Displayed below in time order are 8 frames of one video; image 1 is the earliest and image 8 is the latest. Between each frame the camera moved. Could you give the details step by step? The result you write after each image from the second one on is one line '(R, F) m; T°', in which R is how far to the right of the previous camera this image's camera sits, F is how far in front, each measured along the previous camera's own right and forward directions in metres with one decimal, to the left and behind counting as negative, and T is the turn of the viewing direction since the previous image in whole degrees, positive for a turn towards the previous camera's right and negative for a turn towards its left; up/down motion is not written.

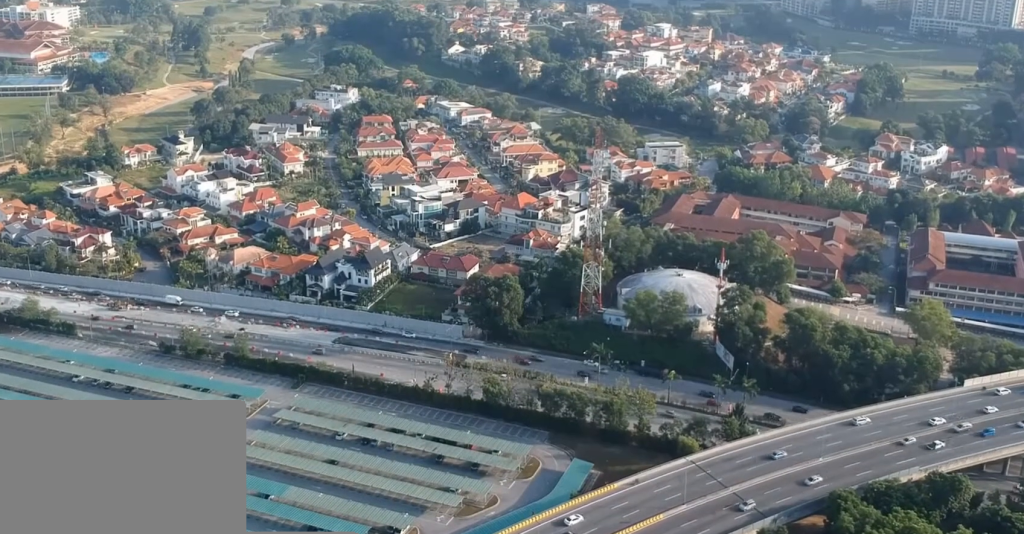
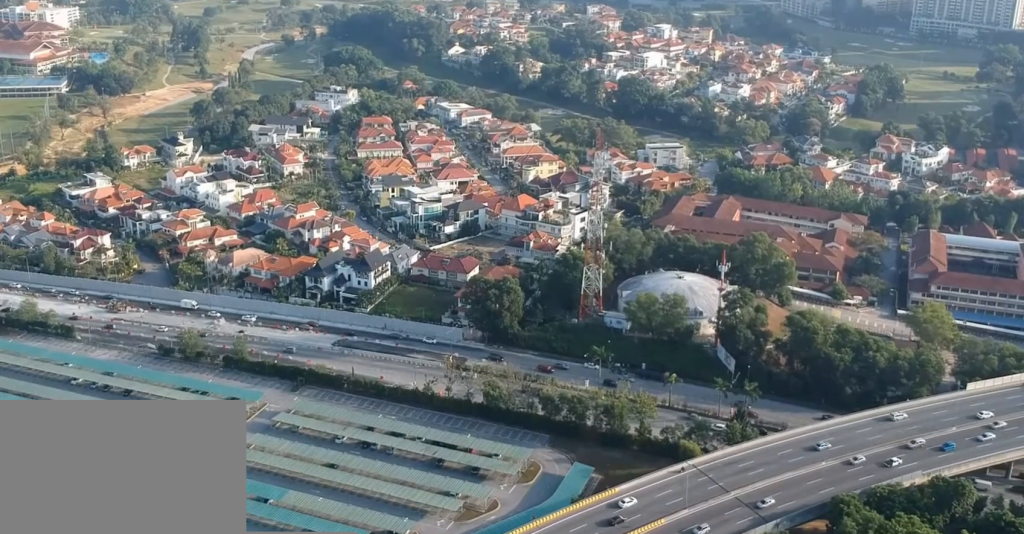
(0.0, +1.5) m; +1°
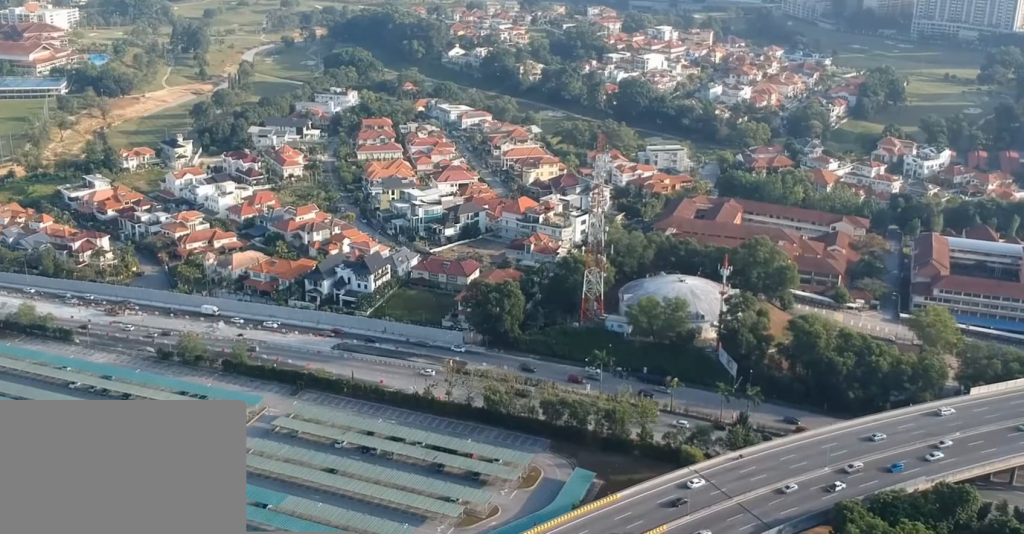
(0.0, +1.9) m; +1°
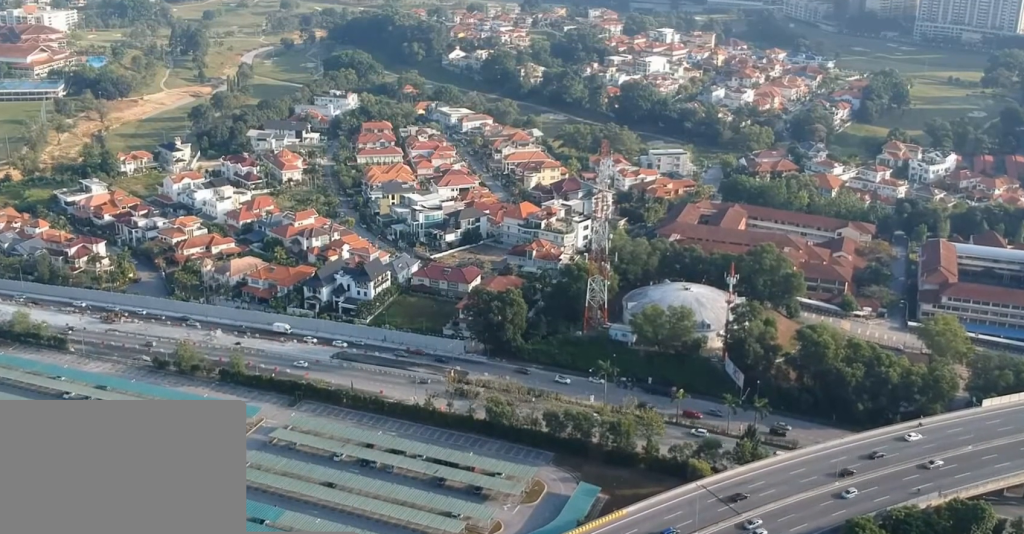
(+0.1, +6.4) m; +1°
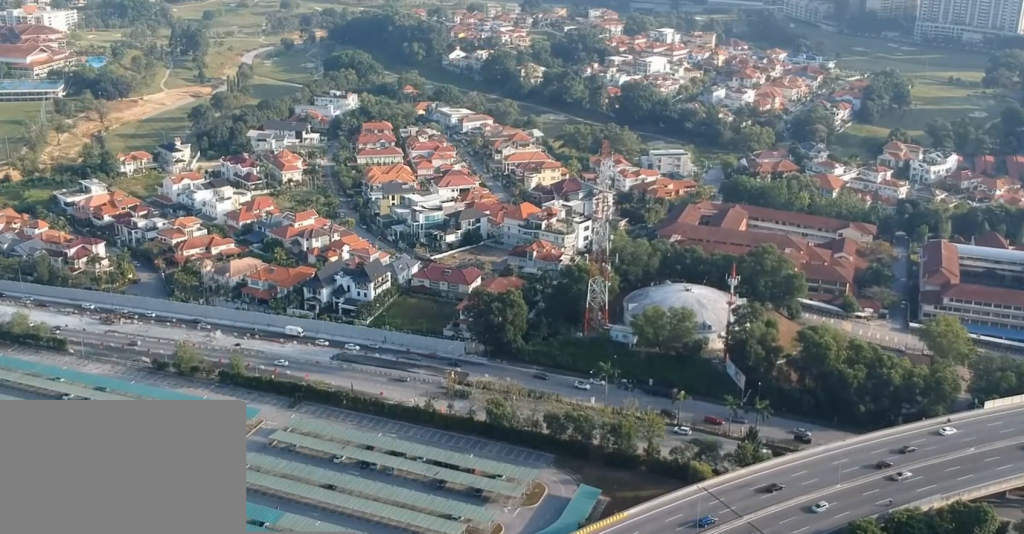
(0.0, +1.0) m; 0°
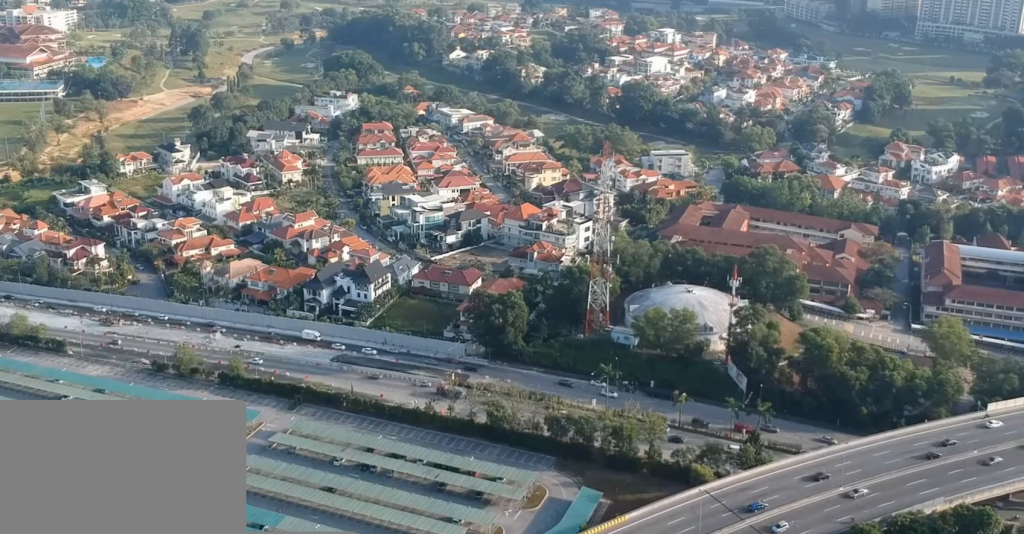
(0.0, +1.4) m; 0°
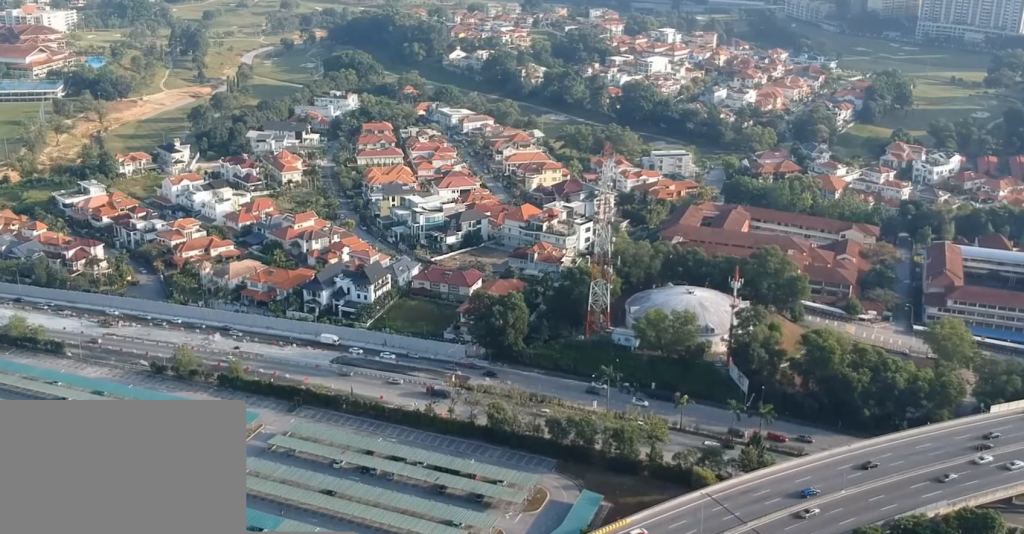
(0.0, +1.5) m; 0°
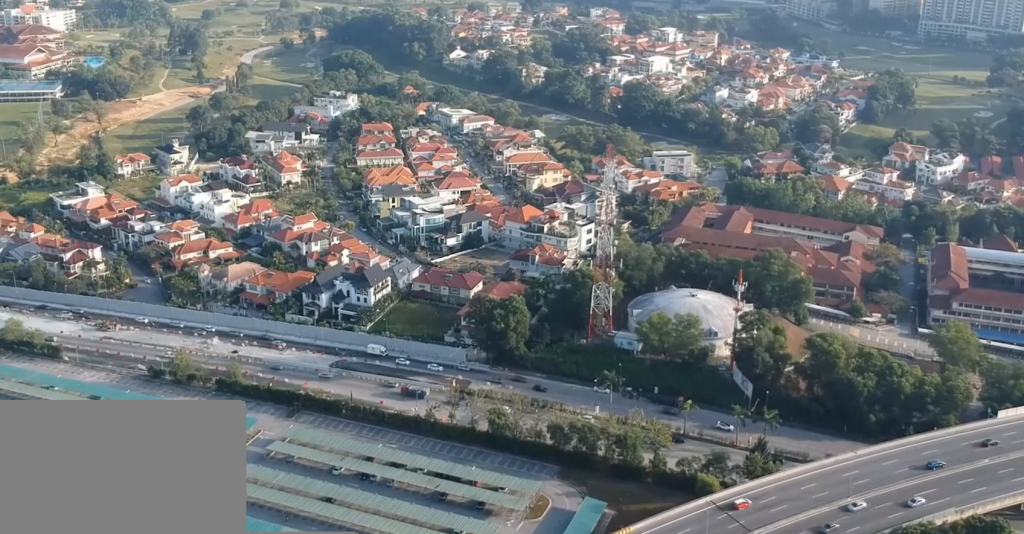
(0.0, +3.7) m; 0°
